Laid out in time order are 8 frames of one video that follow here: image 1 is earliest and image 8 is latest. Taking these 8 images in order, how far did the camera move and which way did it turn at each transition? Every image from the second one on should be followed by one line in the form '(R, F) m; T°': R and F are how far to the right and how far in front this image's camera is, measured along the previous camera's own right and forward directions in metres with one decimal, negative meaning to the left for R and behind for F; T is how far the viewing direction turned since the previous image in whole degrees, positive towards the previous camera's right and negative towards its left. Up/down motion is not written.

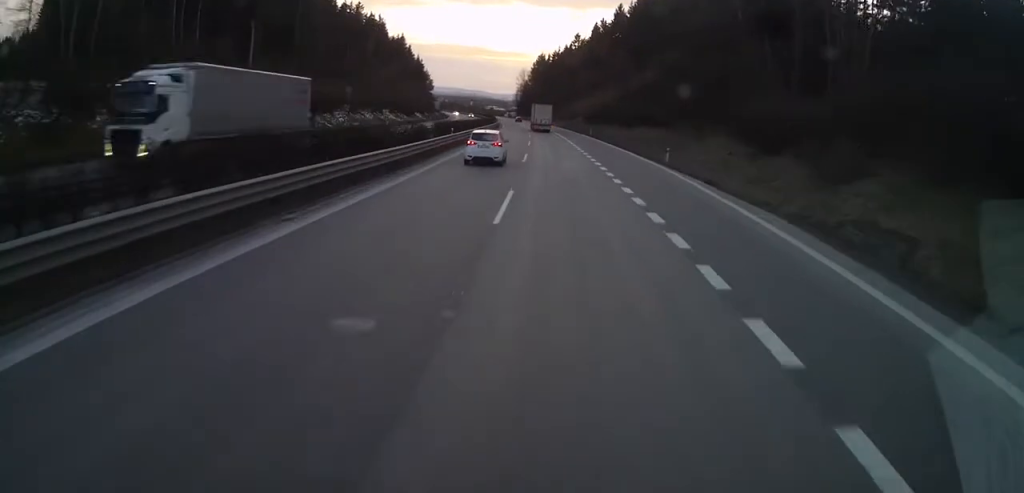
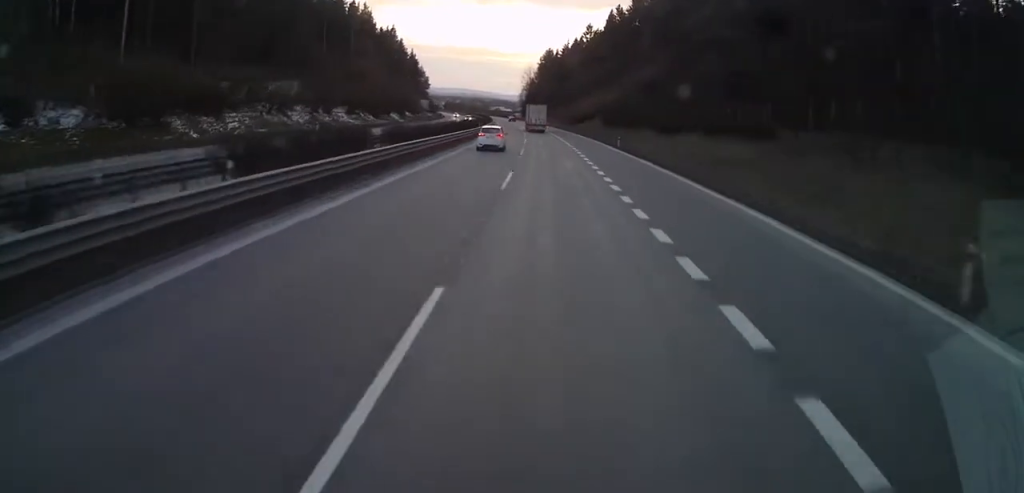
(+0.1, +29.2) m; -1°
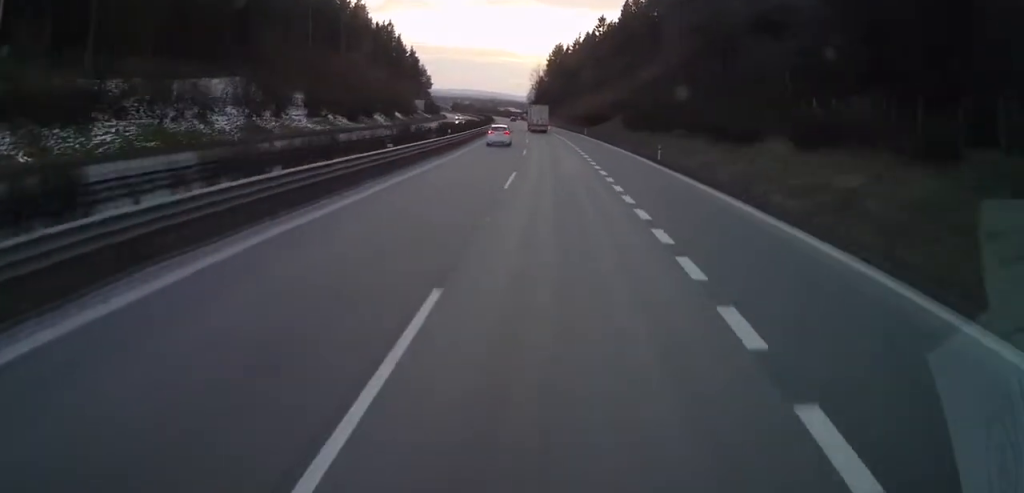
(-0.4, +17.9) m; -1°
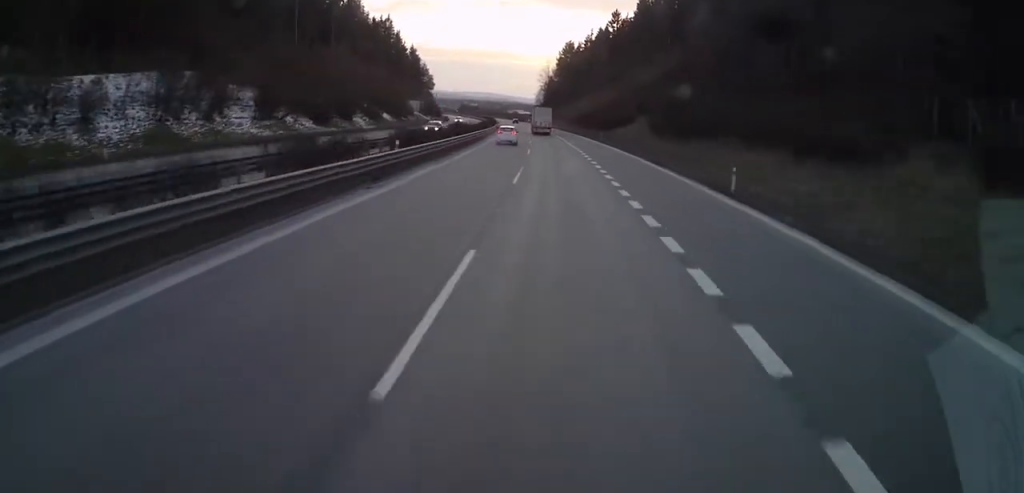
(-0.2, +15.5) m; -1°
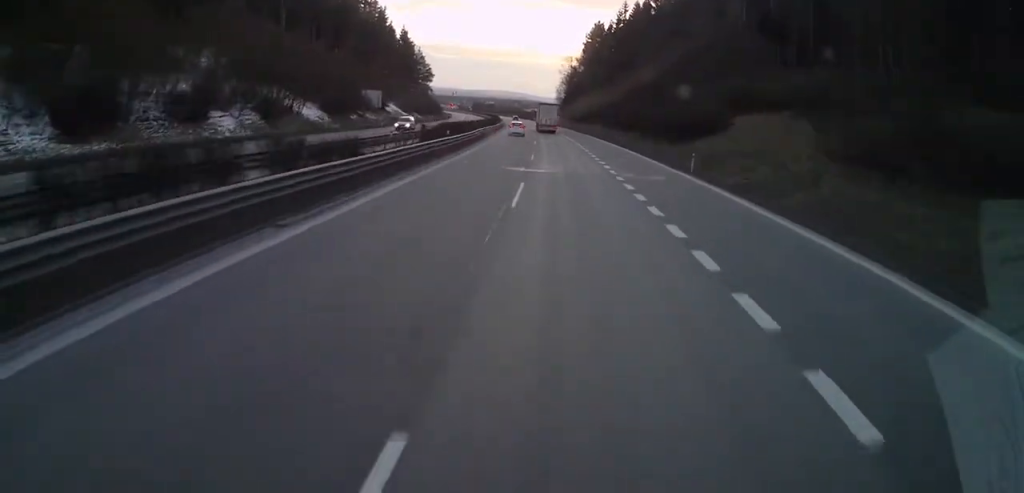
(+0.2, +43.2) m; -1°
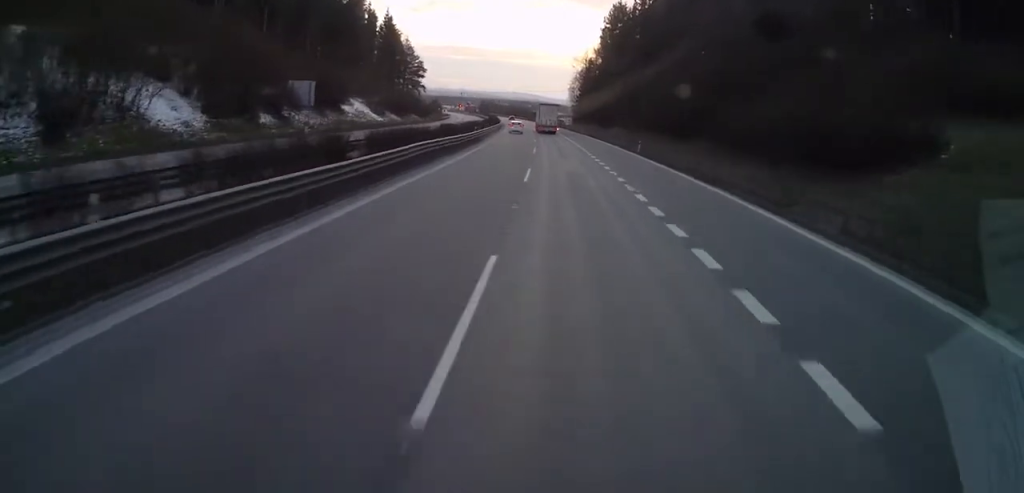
(-0.7, +29.5) m; -2°
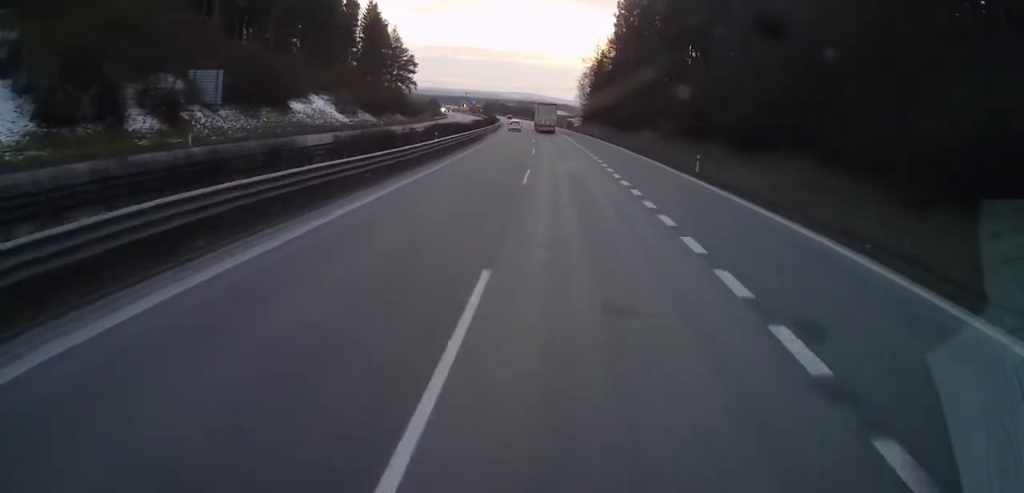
(-0.5, +19.8) m; -1°
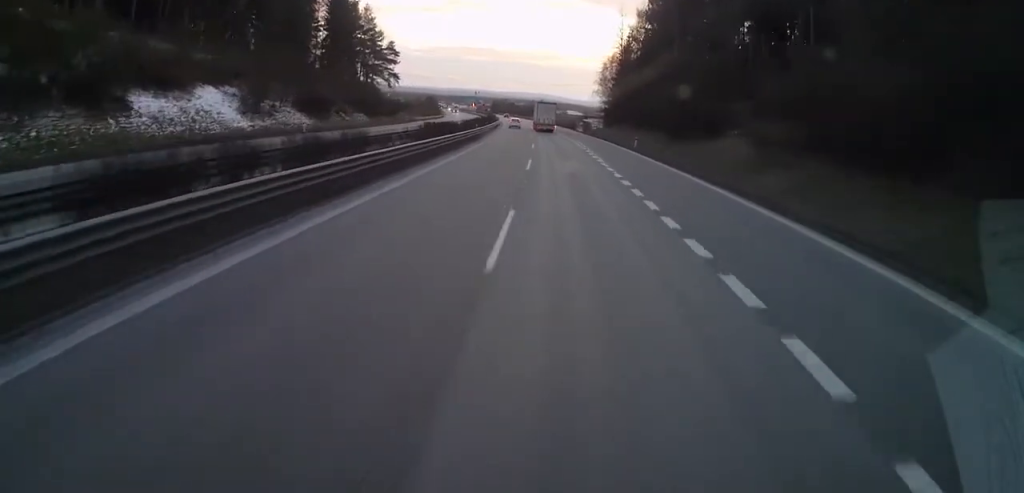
(+0.2, +30.4) m; -1°
